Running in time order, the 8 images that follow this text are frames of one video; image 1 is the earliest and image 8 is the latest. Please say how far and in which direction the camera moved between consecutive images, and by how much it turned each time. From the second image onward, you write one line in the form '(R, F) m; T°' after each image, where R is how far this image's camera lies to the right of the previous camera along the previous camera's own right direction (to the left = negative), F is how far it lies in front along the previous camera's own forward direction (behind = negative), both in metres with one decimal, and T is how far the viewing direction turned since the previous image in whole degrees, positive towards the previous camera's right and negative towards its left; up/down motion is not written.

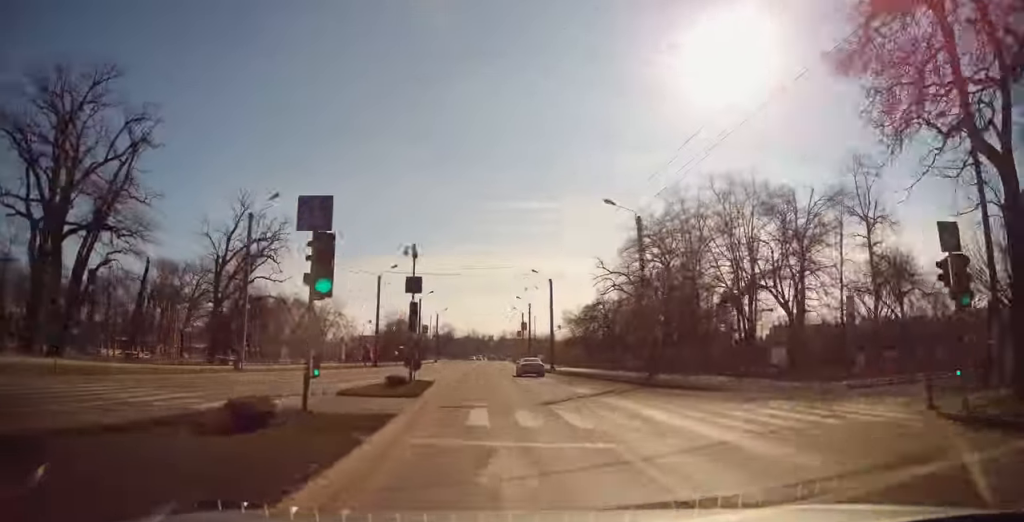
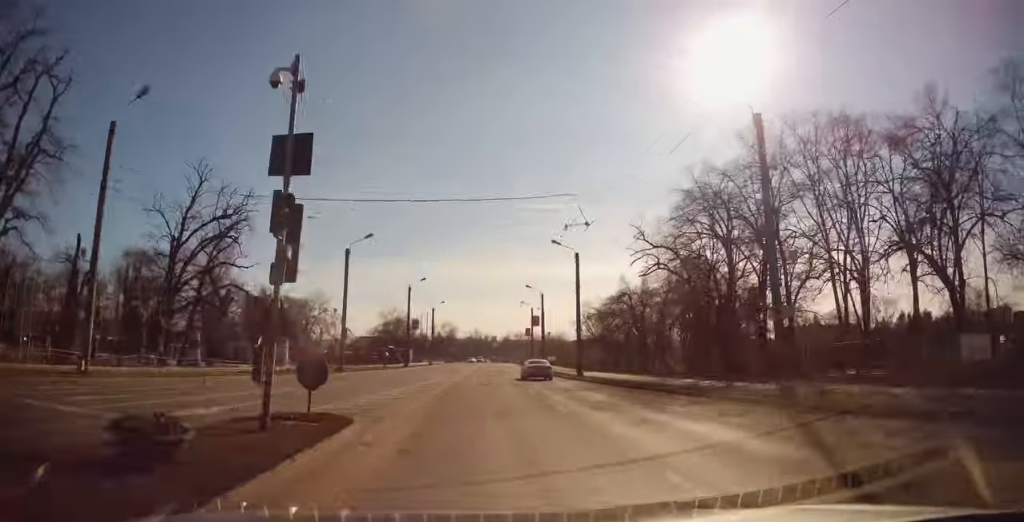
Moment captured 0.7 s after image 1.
(-0.3, +13.7) m; -1°
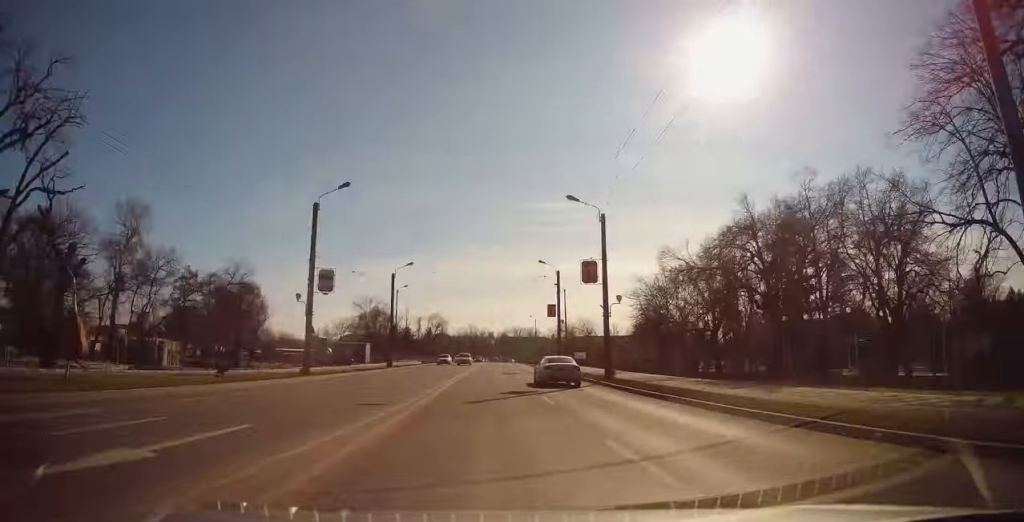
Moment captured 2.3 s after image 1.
(+0.7, +34.0) m; +2°
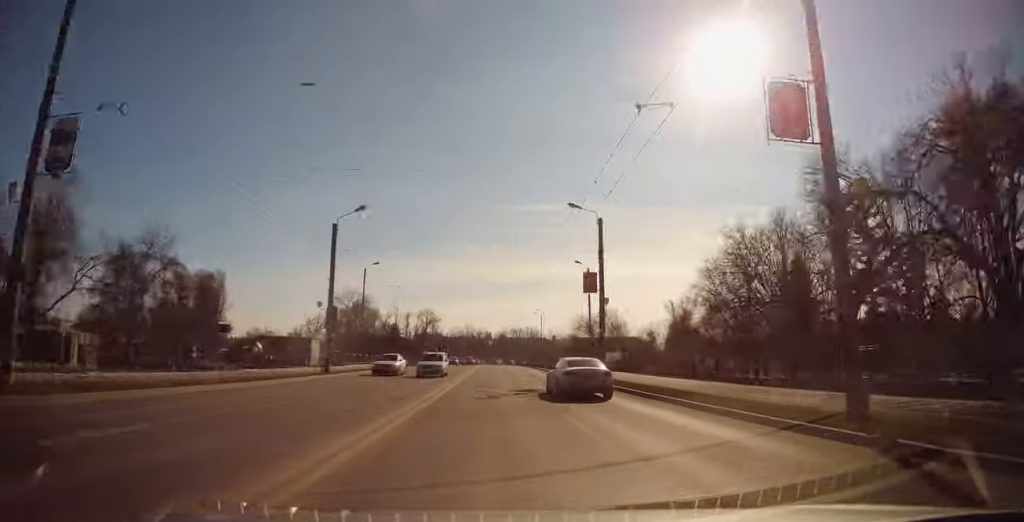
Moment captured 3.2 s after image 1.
(+0.1, +20.2) m; 0°
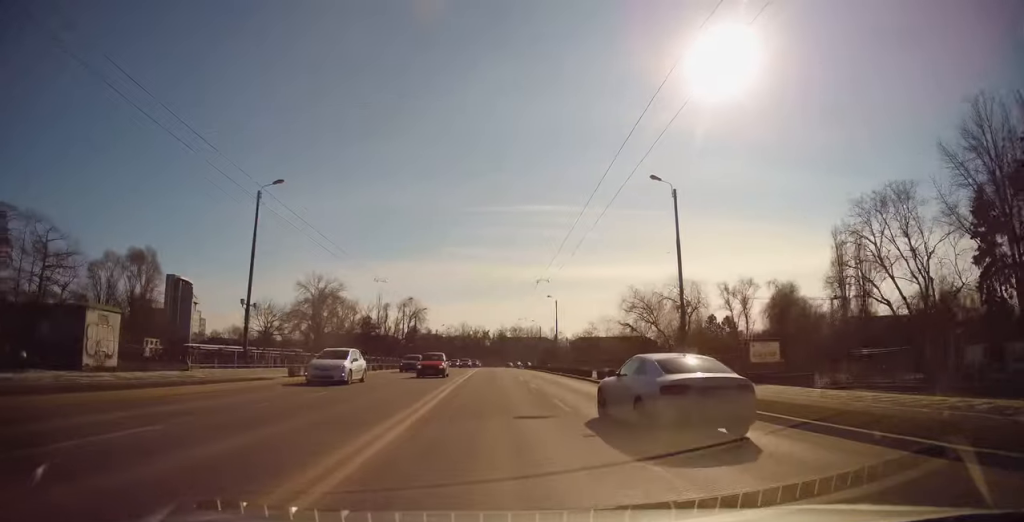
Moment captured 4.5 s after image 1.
(-0.2, +28.8) m; 0°
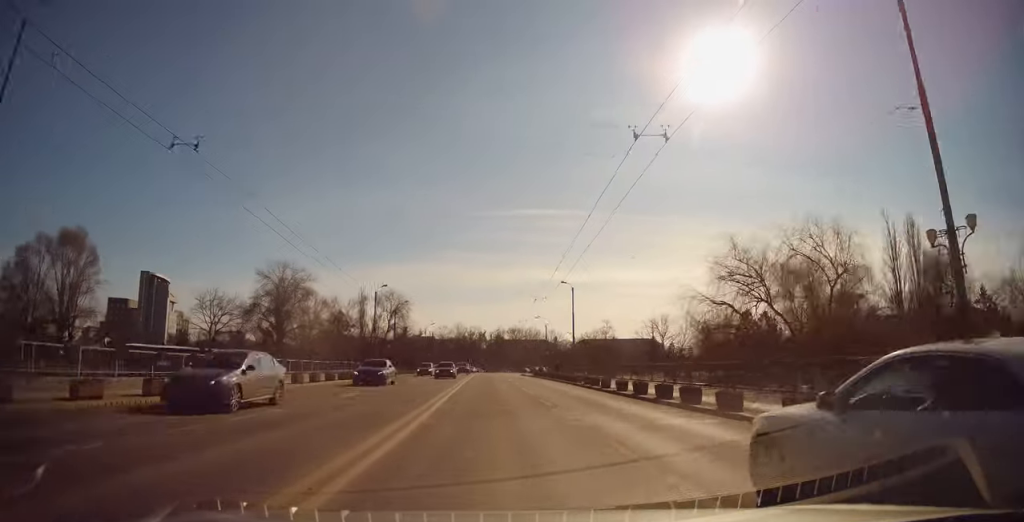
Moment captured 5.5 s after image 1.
(0.0, +20.1) m; 0°
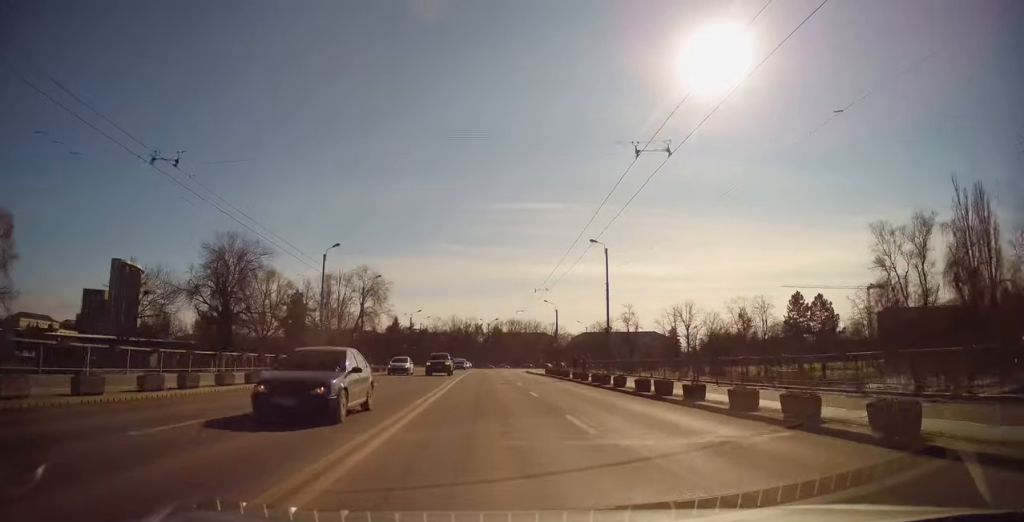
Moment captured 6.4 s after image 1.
(0.0, +20.8) m; +1°
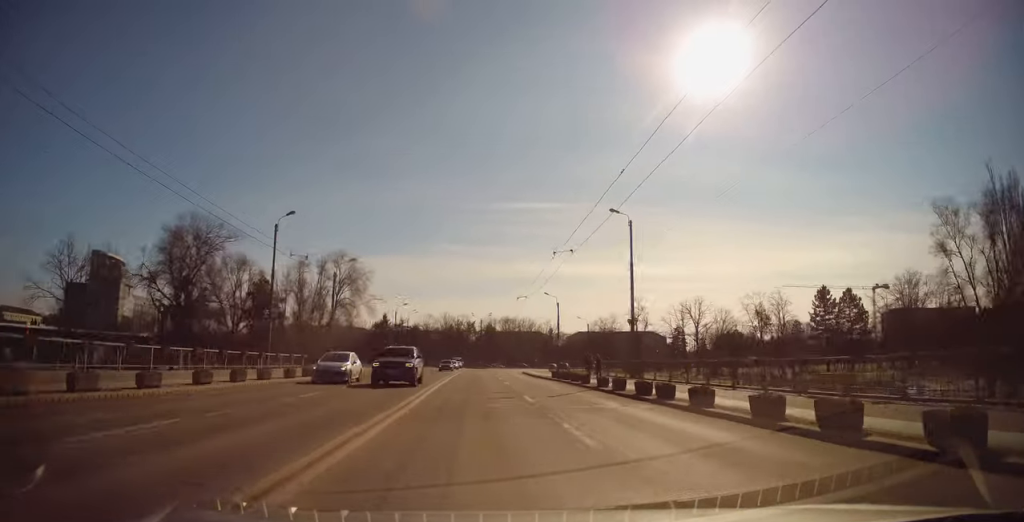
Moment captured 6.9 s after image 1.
(+0.1, +10.0) m; +1°
